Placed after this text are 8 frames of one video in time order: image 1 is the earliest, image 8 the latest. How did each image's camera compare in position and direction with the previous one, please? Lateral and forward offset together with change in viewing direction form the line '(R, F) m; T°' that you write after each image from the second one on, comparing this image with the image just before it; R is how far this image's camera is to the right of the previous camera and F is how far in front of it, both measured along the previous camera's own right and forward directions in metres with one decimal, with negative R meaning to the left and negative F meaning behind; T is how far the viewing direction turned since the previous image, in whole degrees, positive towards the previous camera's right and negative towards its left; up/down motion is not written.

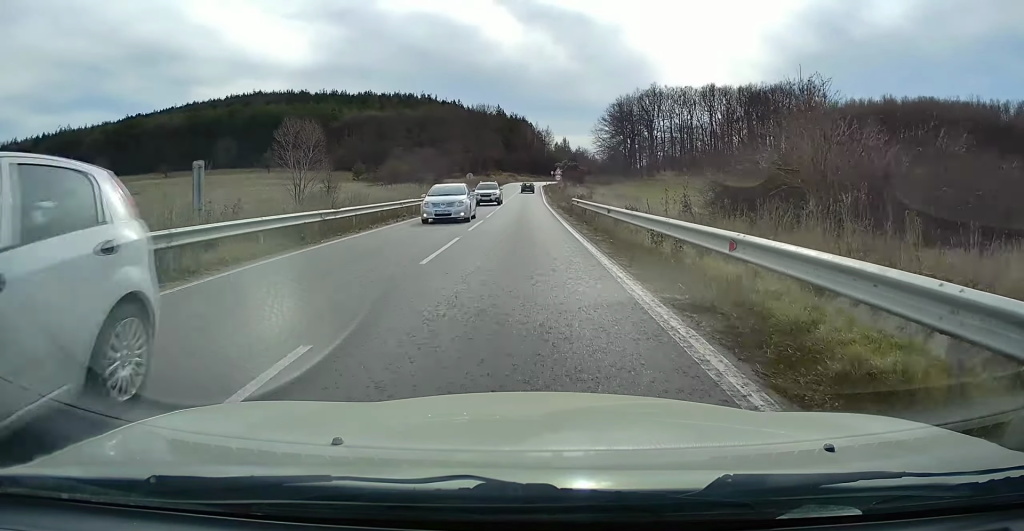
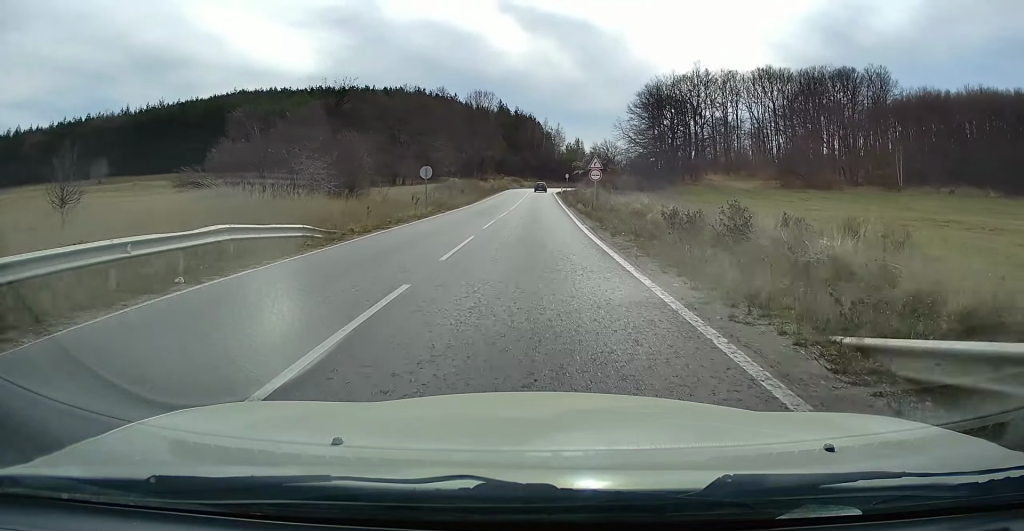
(-0.3, +34.1) m; -1°
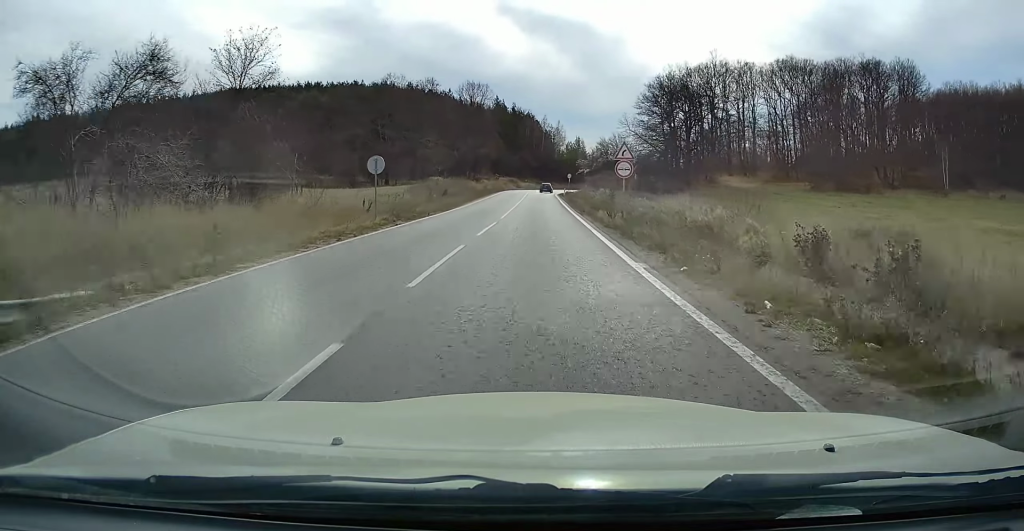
(0.0, +11.5) m; 0°
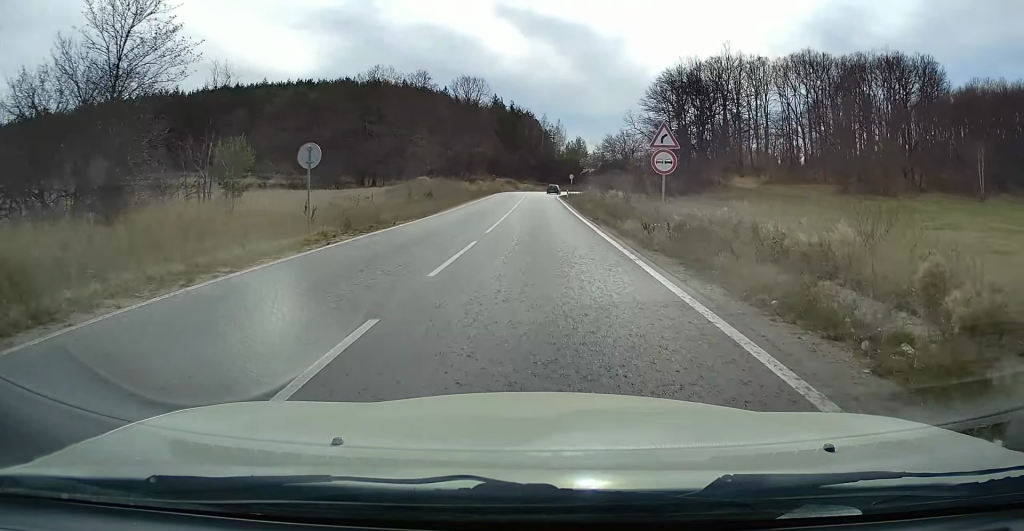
(0.0, +8.1) m; 0°
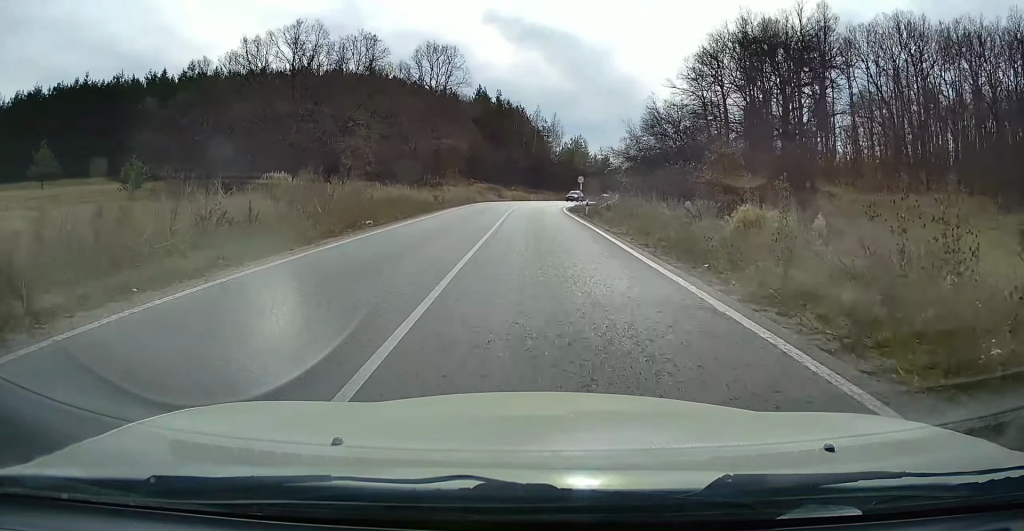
(+0.2, +29.9) m; +1°
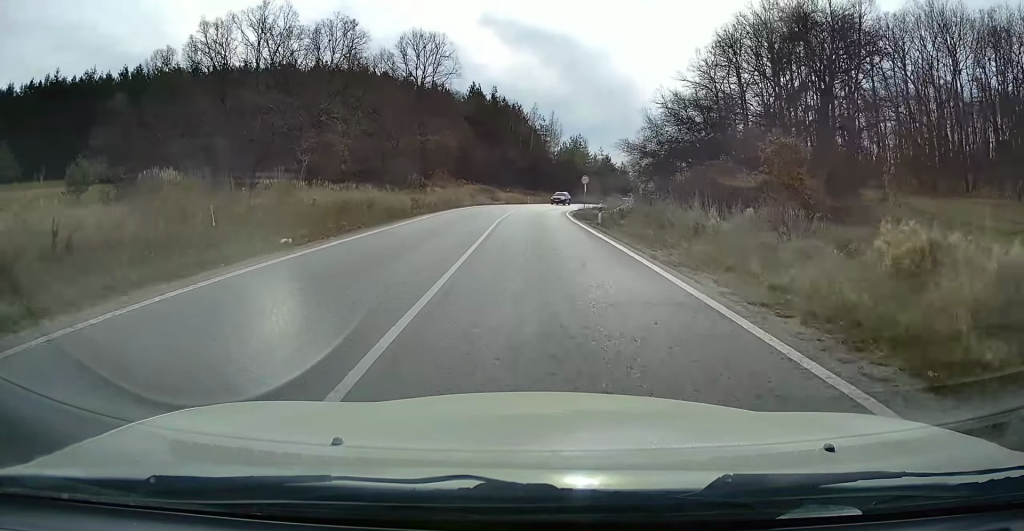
(+0.1, +7.8) m; 0°
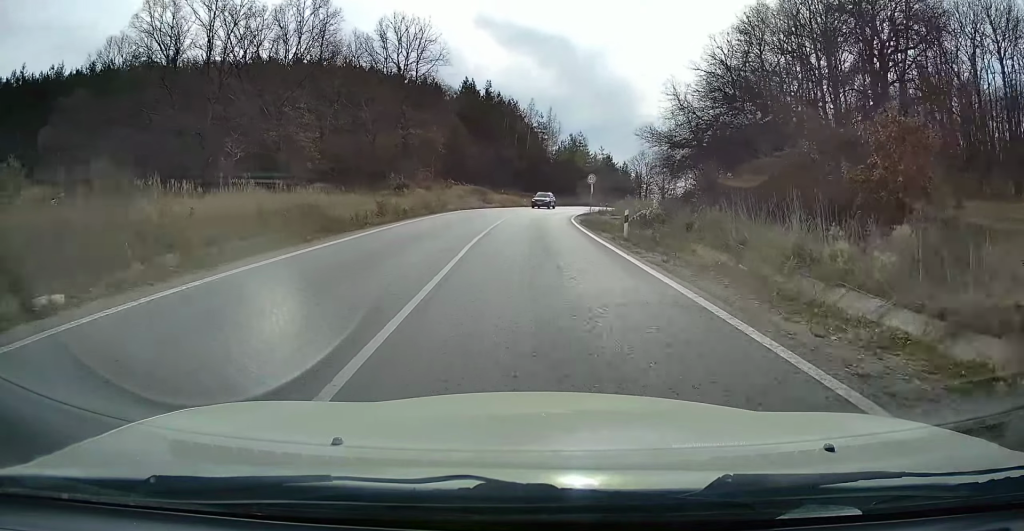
(+0.1, +8.4) m; 0°
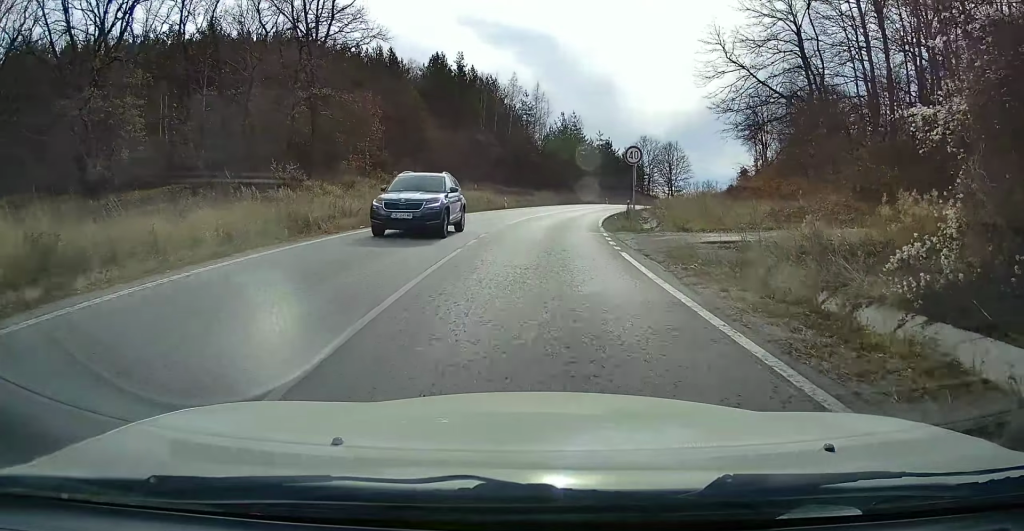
(+0.1, +23.6) m; +2°
